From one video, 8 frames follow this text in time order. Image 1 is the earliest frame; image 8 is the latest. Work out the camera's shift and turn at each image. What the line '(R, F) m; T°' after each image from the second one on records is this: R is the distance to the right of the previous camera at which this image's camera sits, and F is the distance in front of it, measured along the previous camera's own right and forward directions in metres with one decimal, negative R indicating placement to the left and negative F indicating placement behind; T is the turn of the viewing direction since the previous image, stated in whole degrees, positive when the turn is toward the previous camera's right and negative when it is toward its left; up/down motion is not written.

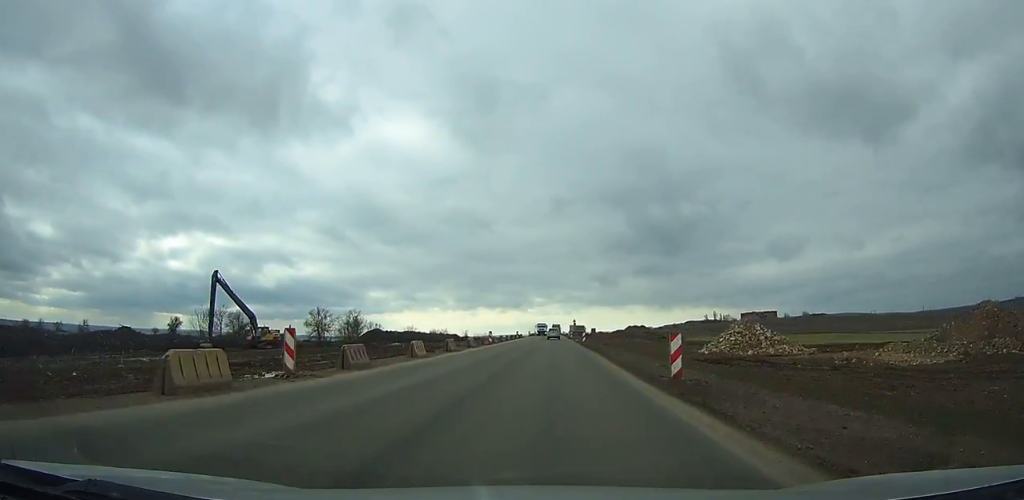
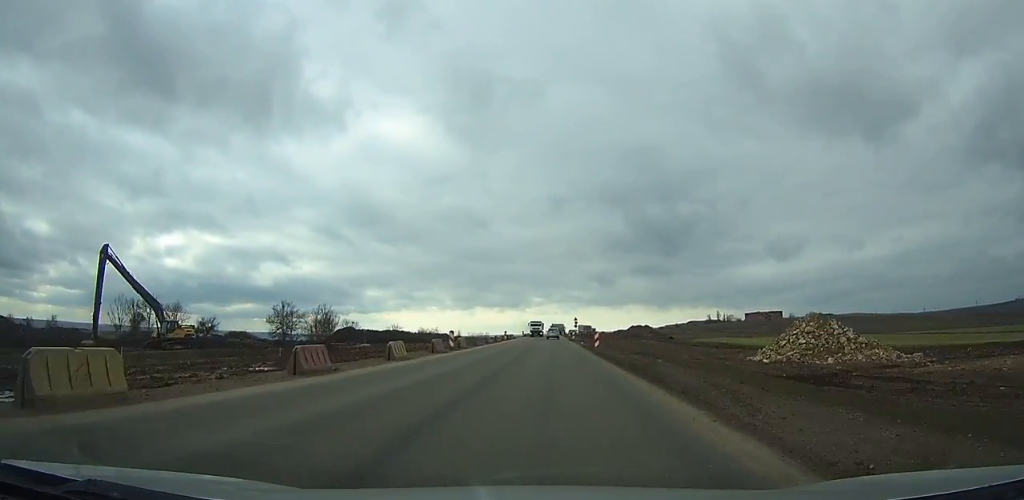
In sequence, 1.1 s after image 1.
(+0.1, +19.5) m; 0°
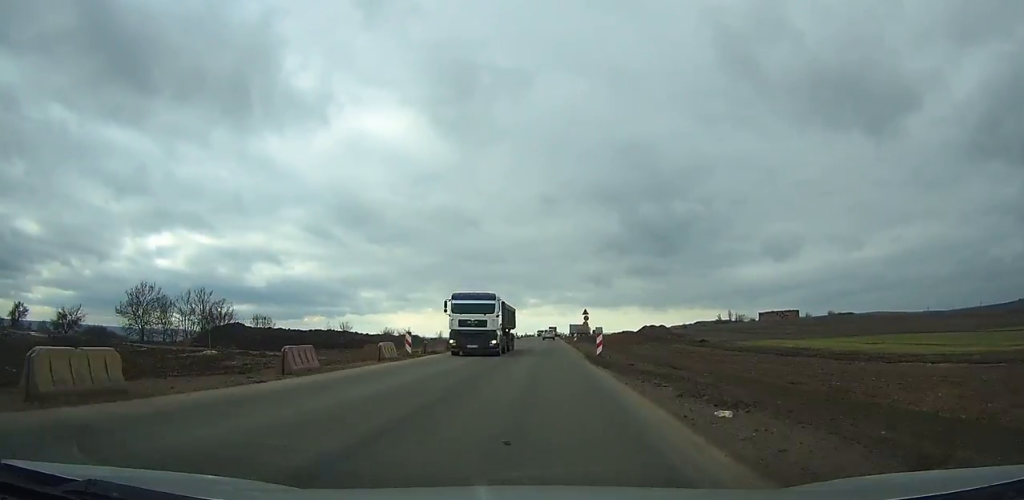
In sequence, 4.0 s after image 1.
(-0.1, +48.8) m; -1°
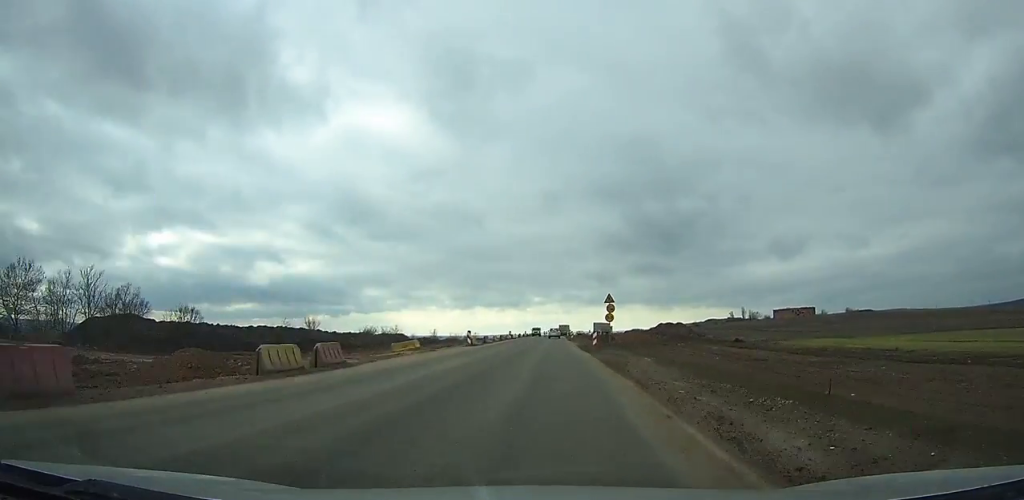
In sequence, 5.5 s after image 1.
(-0.2, +25.7) m; 0°
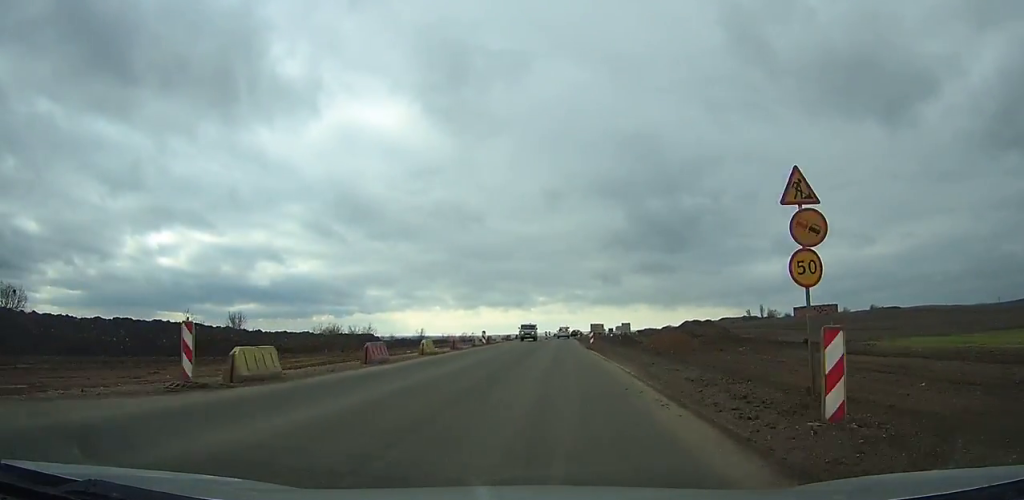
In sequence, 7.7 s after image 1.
(0.0, +34.5) m; 0°
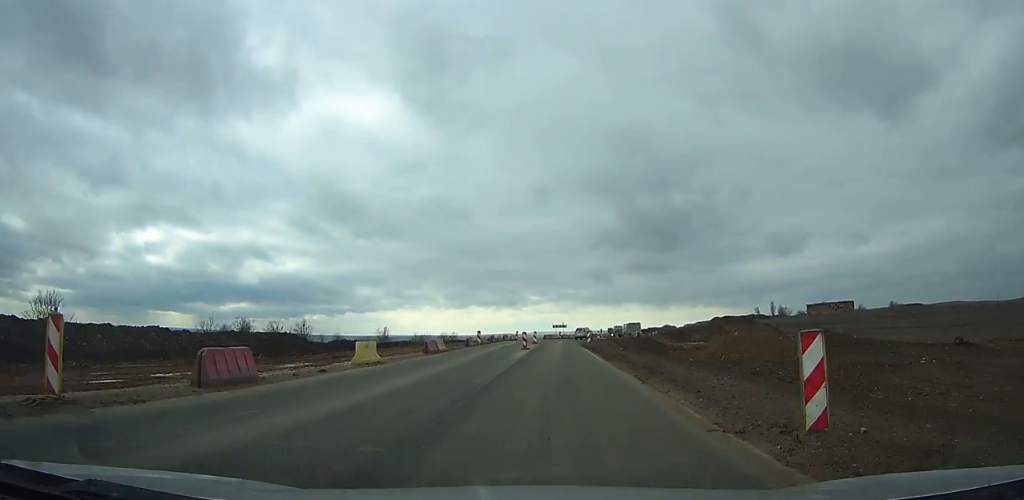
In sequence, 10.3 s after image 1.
(+0.1, +40.1) m; +1°
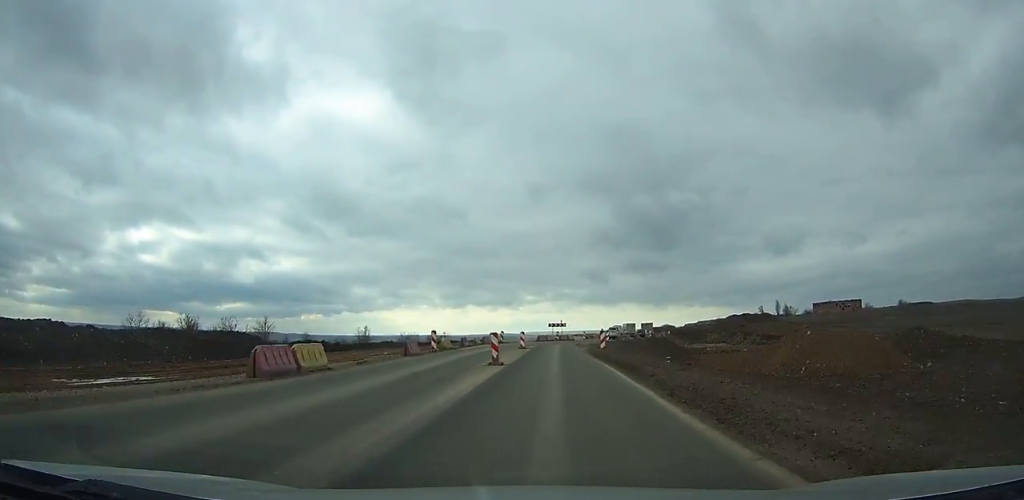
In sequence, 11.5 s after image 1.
(0.0, +16.2) m; 0°
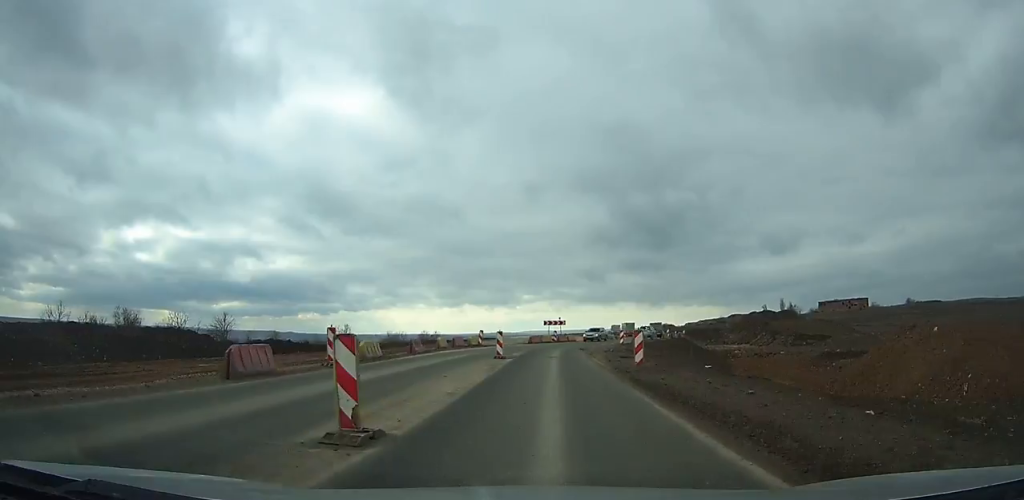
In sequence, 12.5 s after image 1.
(+0.1, +13.1) m; +2°
